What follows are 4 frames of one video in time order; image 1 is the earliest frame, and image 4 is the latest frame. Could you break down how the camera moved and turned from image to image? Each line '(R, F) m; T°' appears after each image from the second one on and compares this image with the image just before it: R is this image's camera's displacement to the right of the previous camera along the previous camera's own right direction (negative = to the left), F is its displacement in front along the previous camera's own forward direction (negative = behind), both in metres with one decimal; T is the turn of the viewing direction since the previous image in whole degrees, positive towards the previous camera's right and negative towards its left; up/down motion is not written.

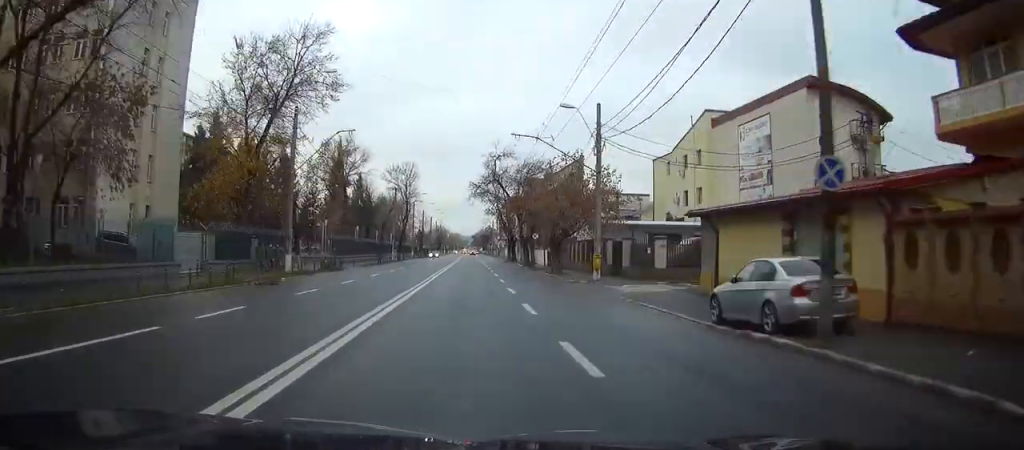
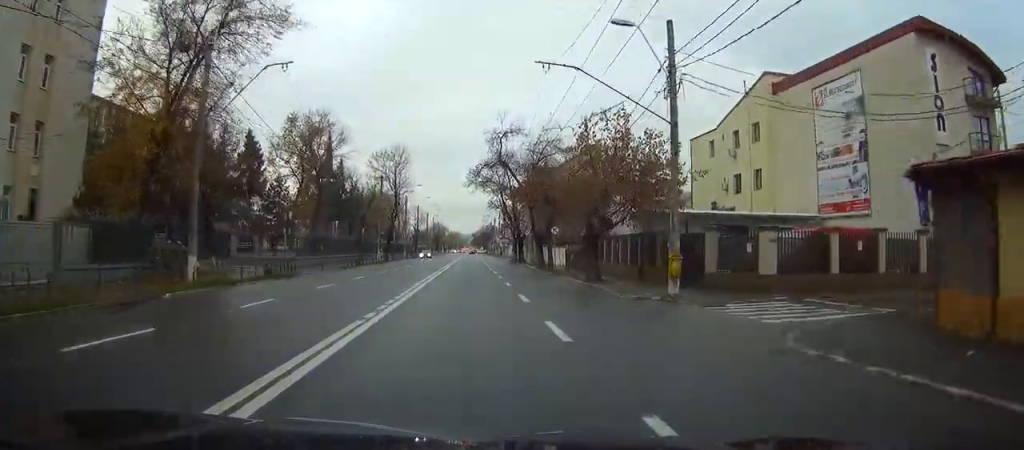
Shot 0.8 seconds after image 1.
(0.0, +14.2) m; 0°
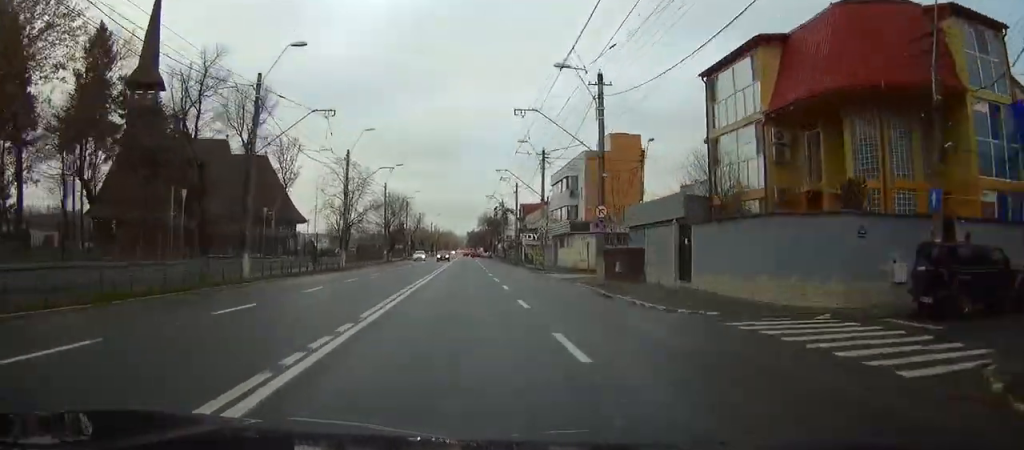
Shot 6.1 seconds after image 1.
(+1.2, +98.0) m; +1°
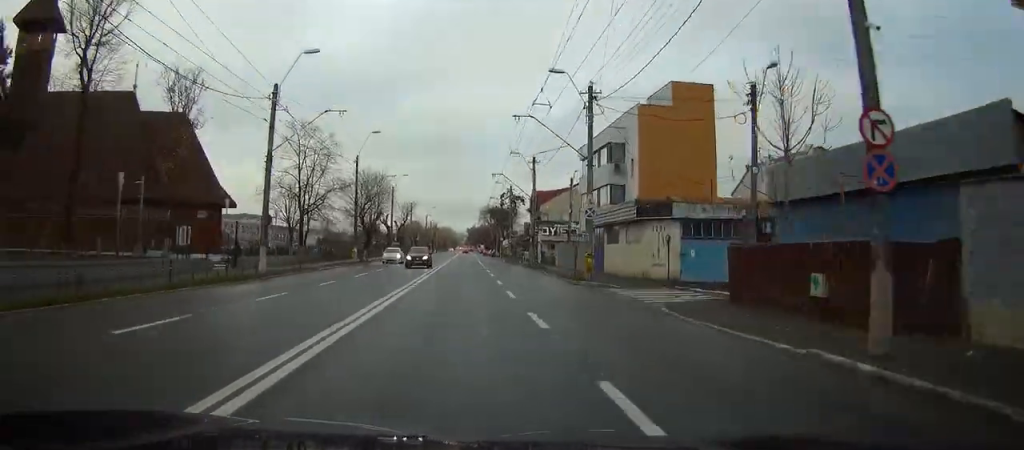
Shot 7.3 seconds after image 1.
(+0.1, +22.3) m; 0°
